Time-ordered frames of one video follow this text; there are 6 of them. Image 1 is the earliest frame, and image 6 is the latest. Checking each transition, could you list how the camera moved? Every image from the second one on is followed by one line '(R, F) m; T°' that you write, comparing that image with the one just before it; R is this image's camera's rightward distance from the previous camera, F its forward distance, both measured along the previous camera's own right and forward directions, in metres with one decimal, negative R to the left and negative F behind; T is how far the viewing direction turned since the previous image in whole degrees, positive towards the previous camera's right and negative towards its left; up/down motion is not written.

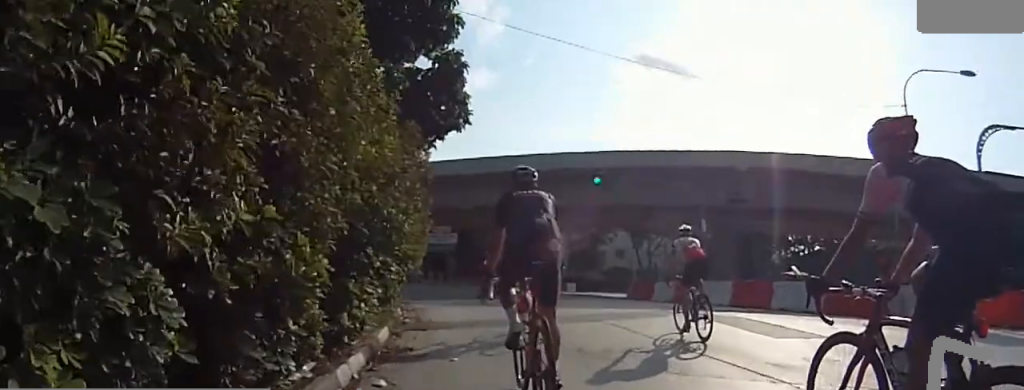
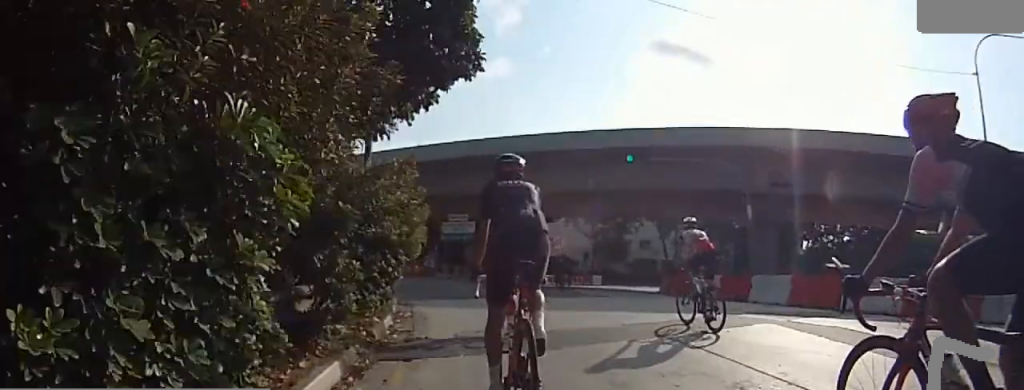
(+0.1, +3.0) m; -6°
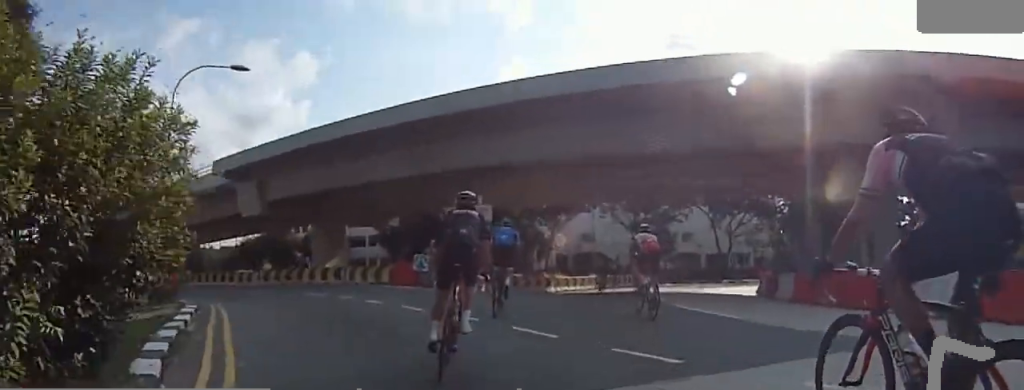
(+0.2, +12.1) m; +5°
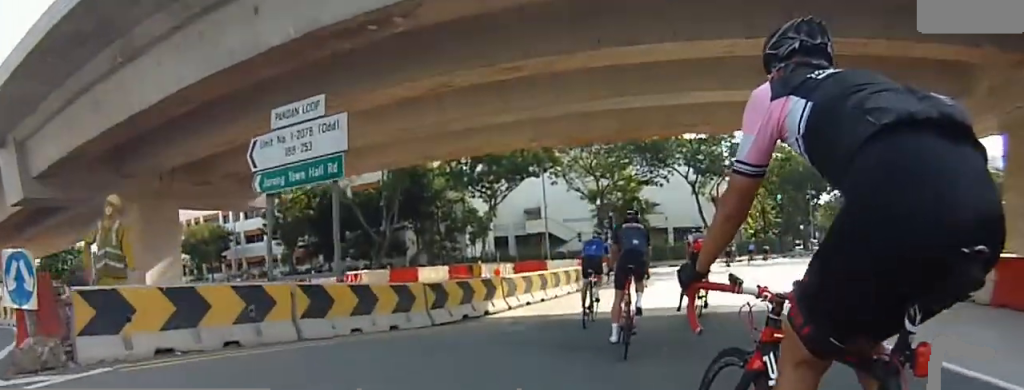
(-2.5, +12.9) m; -20°
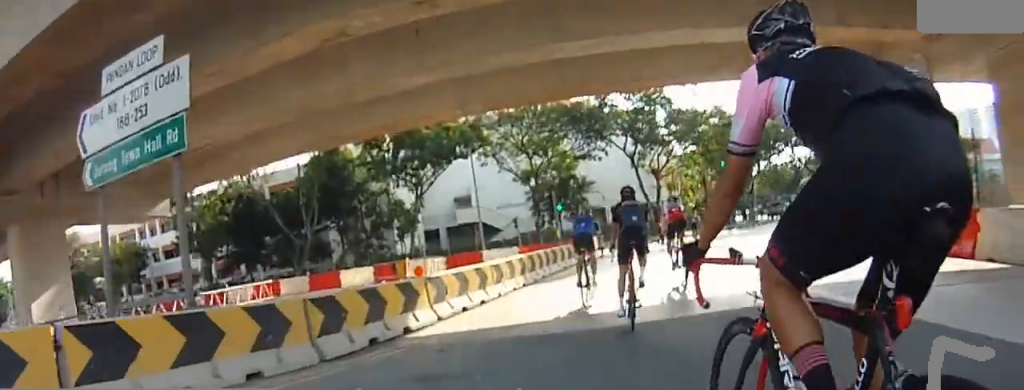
(0.0, +2.8) m; +5°
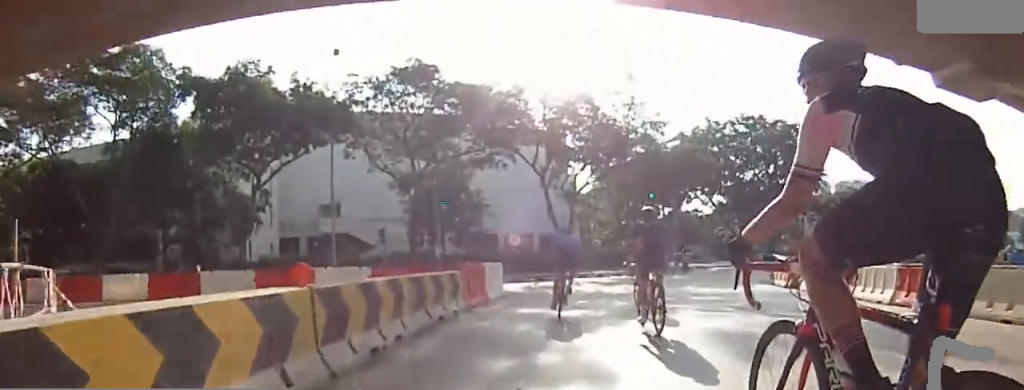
(+1.8, +8.3) m; +31°
